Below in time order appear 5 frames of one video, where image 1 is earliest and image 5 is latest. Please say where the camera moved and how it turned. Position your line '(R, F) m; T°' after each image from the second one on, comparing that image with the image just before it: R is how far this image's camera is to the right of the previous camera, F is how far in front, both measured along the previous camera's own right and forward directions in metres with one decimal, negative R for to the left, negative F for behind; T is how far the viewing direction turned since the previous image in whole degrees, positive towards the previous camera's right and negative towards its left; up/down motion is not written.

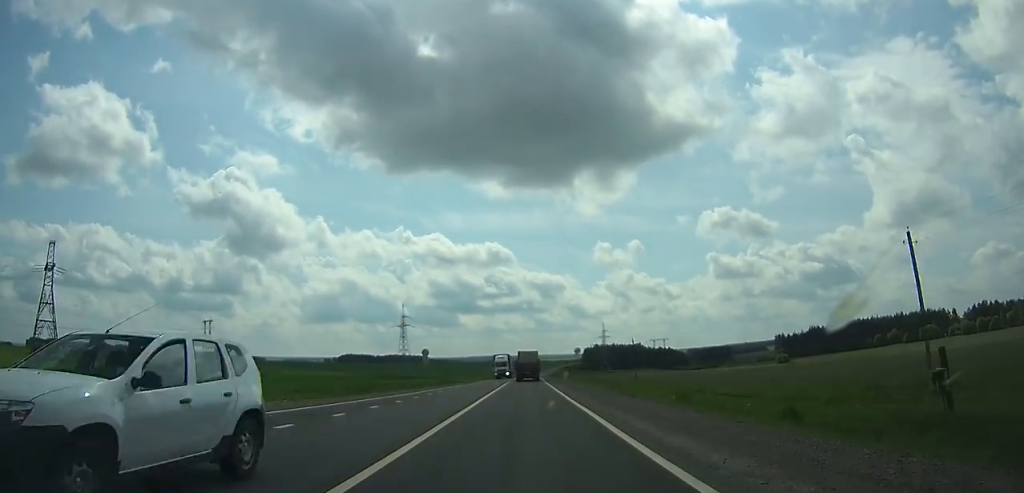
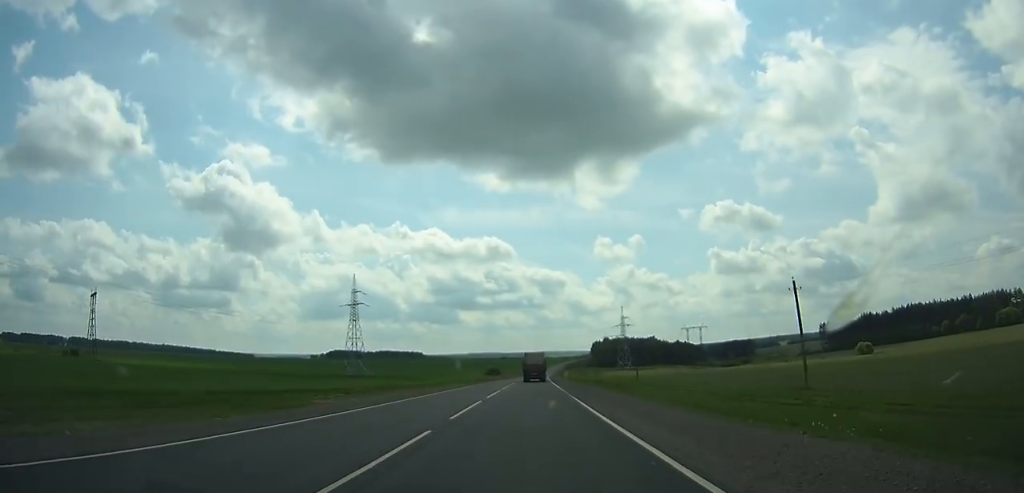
(0.0, +85.5) m; 0°
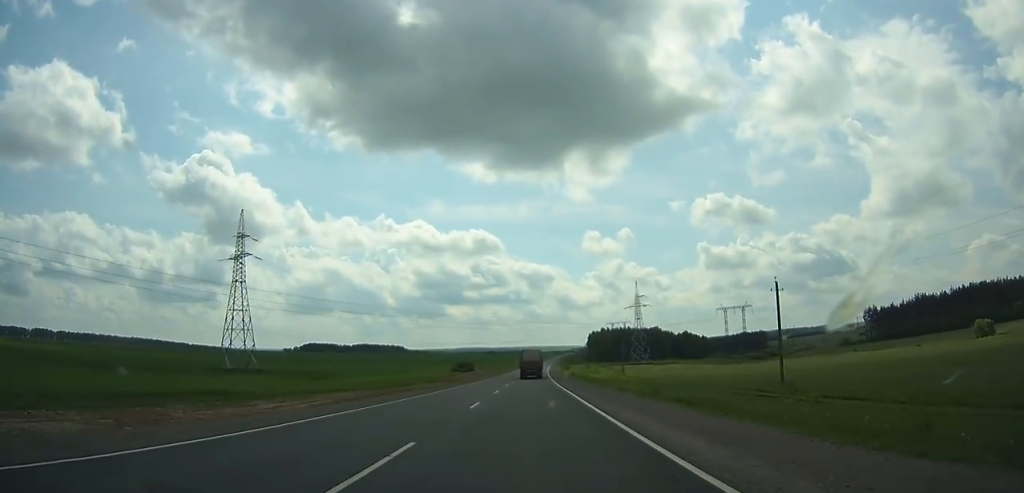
(+0.5, +77.2) m; +1°
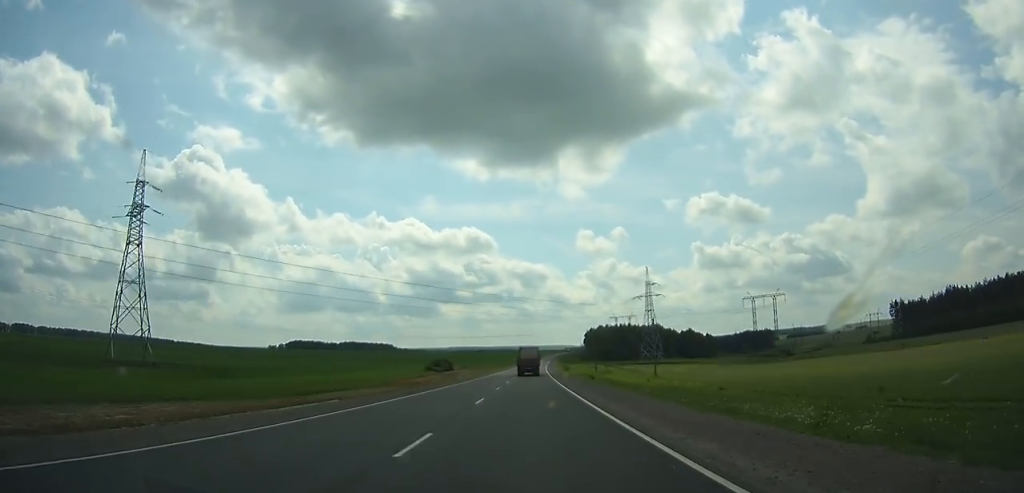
(+0.1, +35.5) m; +1°
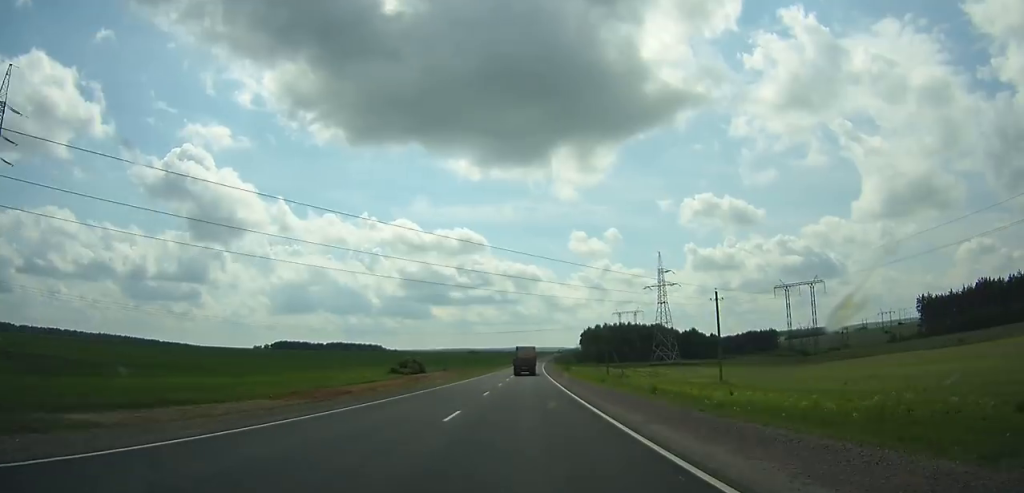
(+0.1, +30.8) m; 0°
